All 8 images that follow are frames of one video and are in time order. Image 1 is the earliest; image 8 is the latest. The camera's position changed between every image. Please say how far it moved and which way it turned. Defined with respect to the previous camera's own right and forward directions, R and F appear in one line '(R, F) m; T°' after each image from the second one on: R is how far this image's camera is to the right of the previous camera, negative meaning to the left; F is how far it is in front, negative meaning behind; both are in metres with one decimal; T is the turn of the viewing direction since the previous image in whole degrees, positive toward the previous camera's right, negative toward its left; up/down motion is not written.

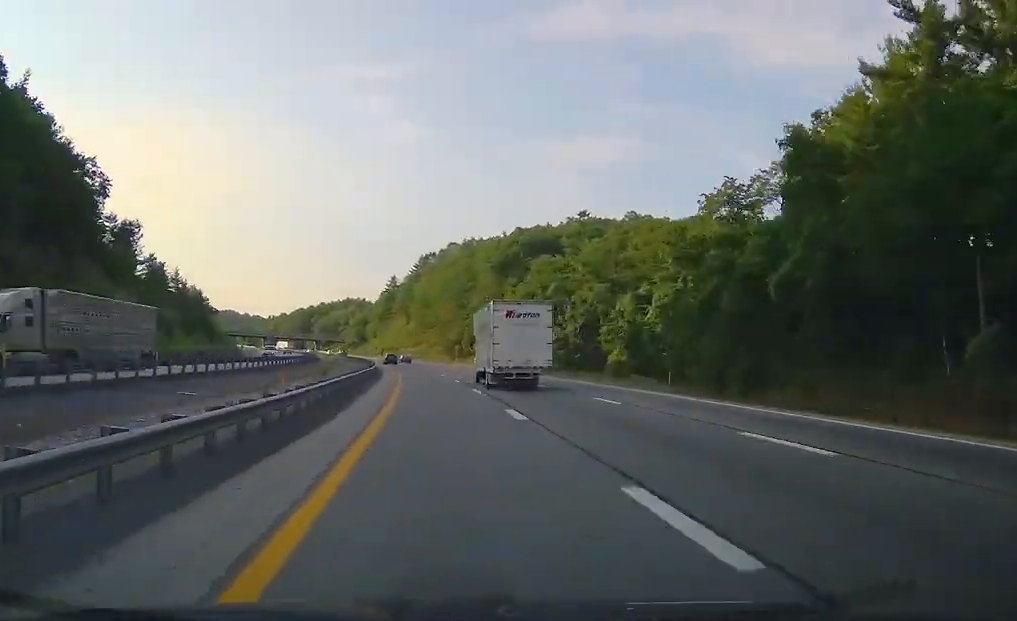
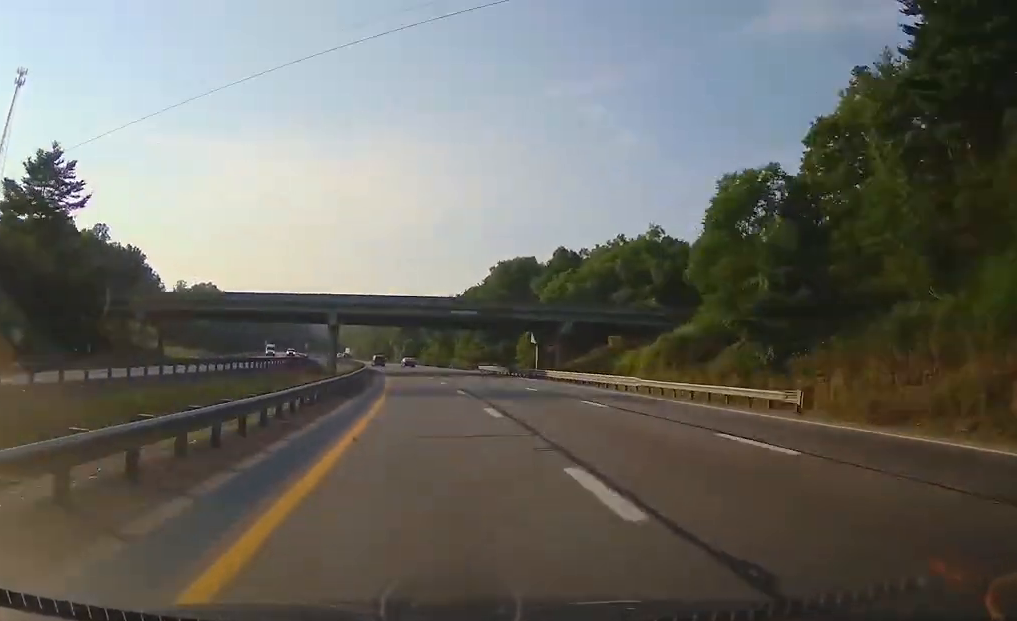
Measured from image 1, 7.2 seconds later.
(-39.9, +238.0) m; -19°
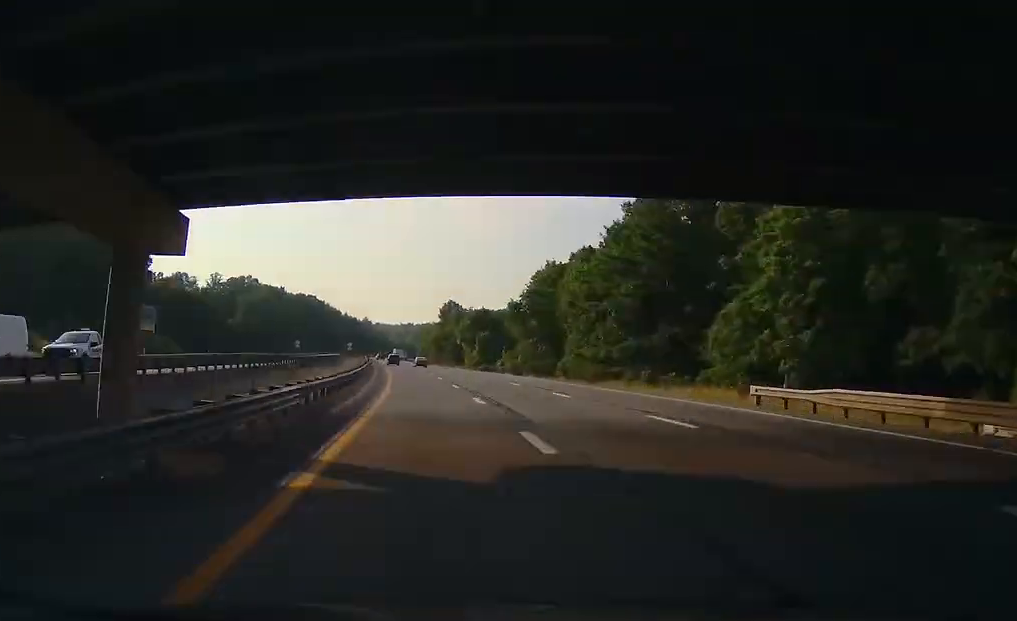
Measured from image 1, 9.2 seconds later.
(-4.3, +67.7) m; -4°
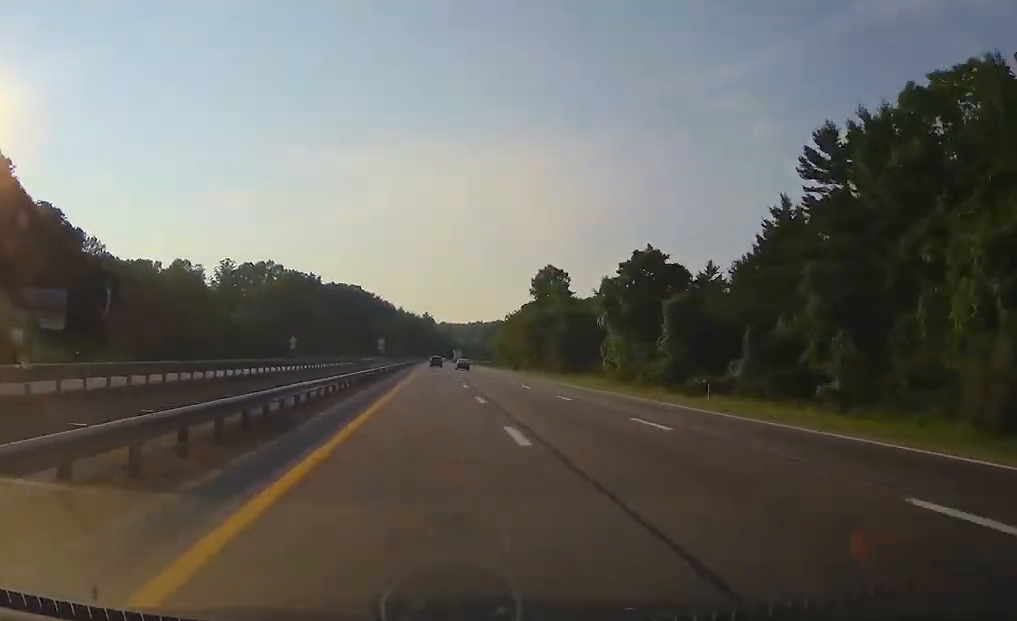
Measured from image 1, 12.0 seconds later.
(-4.6, +94.8) m; -3°
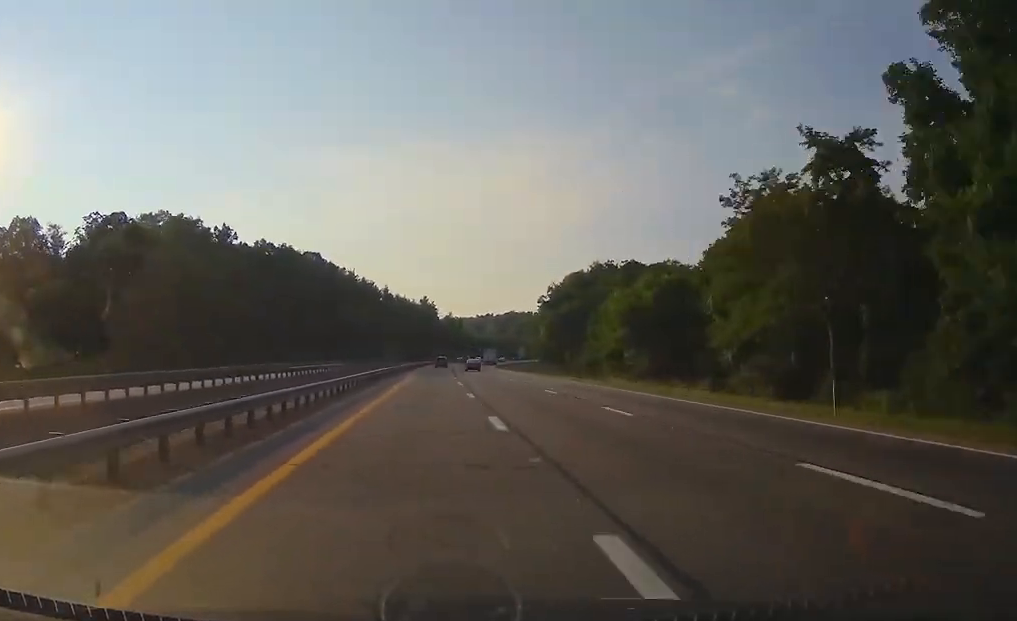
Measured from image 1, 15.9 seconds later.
(-2.5, +130.8) m; +1°
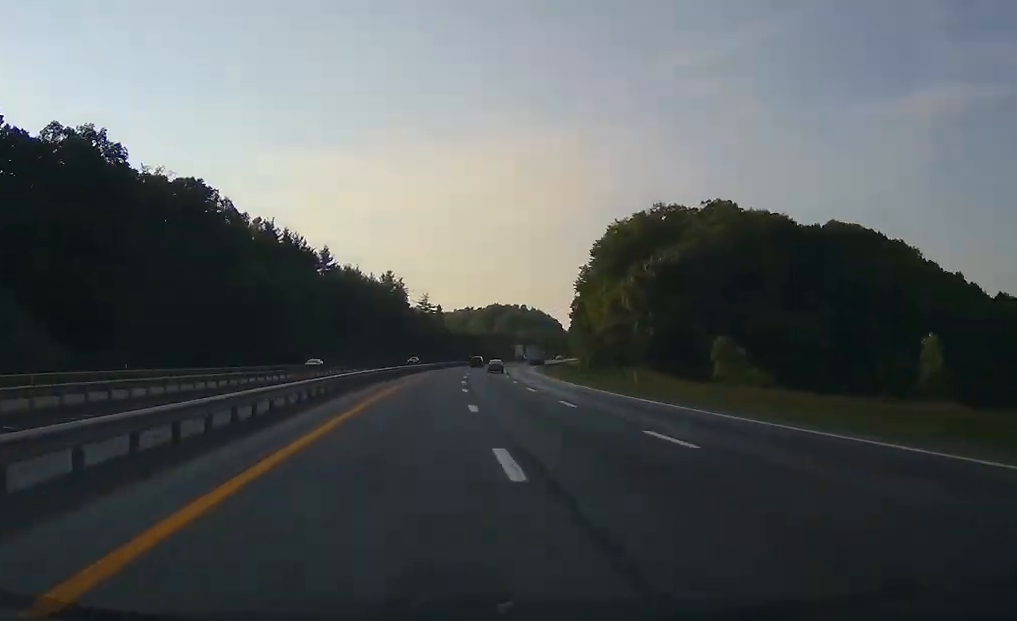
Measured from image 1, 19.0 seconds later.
(+1.3, +103.3) m; +5°
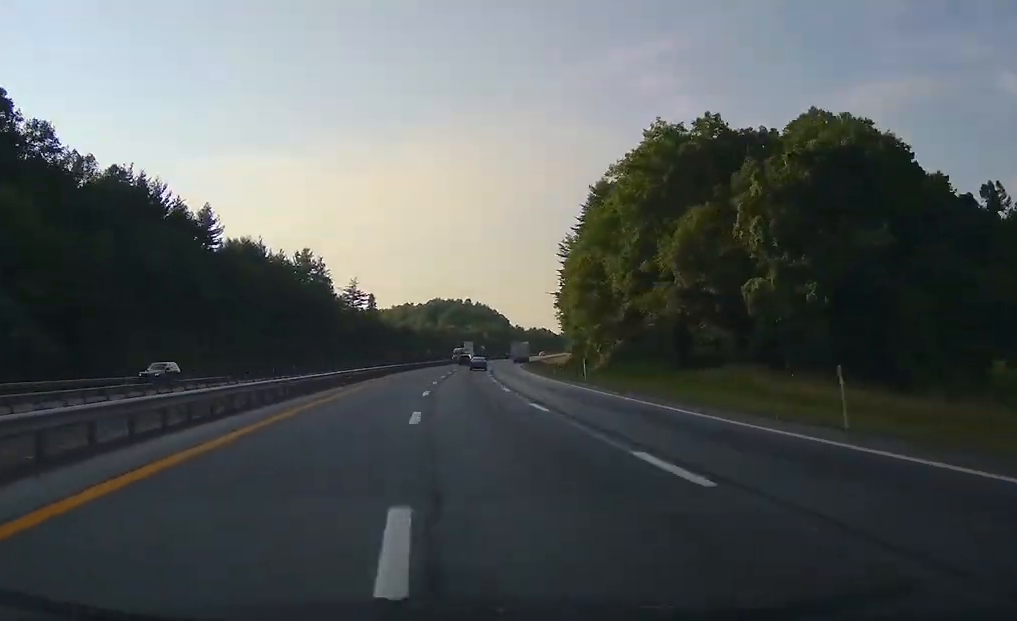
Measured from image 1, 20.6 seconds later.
(+2.4, +53.7) m; +4°
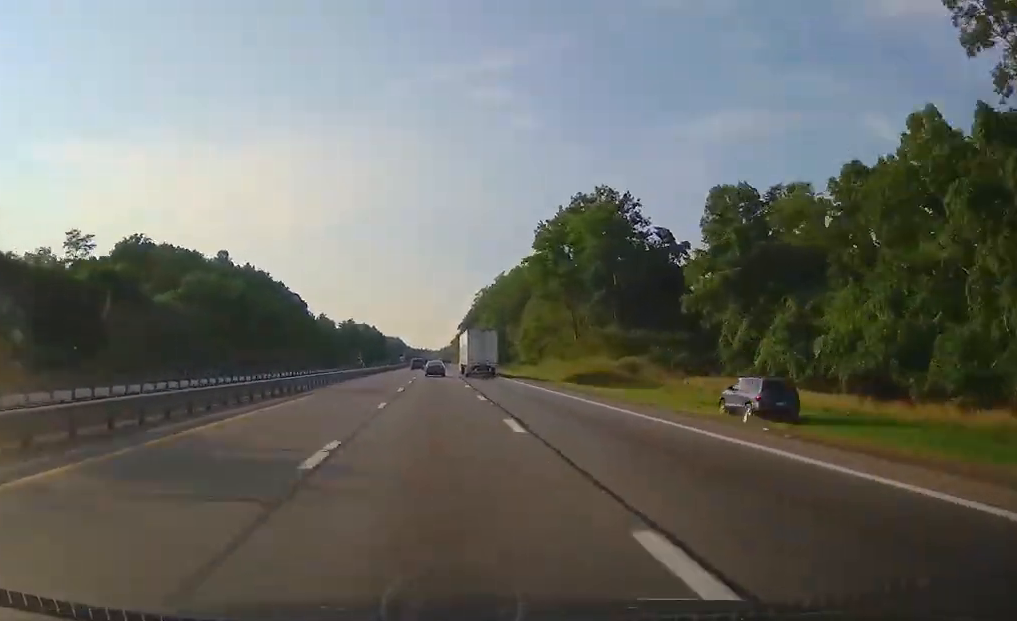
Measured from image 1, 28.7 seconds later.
(+37.0, +270.5) m; +11°
